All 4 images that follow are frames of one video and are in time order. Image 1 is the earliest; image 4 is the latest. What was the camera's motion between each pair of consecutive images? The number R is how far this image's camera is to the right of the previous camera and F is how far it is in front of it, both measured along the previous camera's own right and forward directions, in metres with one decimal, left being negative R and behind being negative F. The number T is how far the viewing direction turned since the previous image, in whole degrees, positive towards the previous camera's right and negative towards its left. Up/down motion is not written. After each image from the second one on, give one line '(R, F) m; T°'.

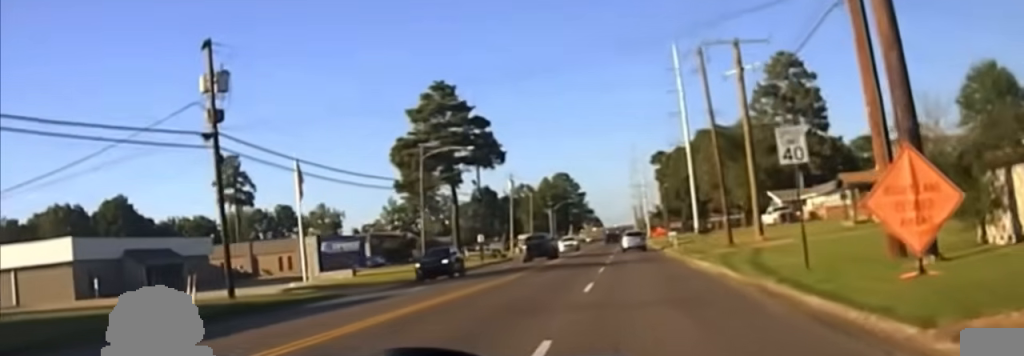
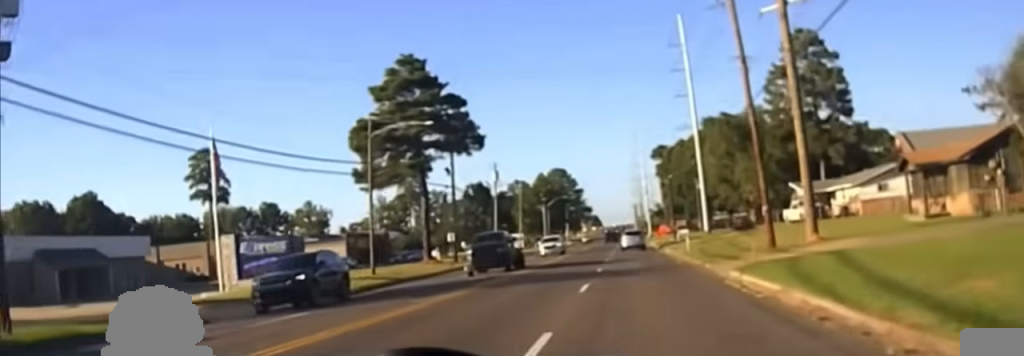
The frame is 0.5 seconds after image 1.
(0.0, +13.0) m; 0°
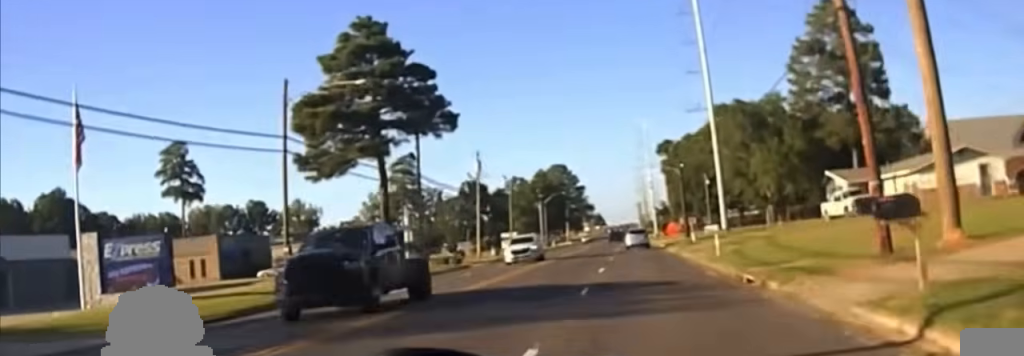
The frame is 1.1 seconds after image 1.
(0.0, +13.9) m; 0°
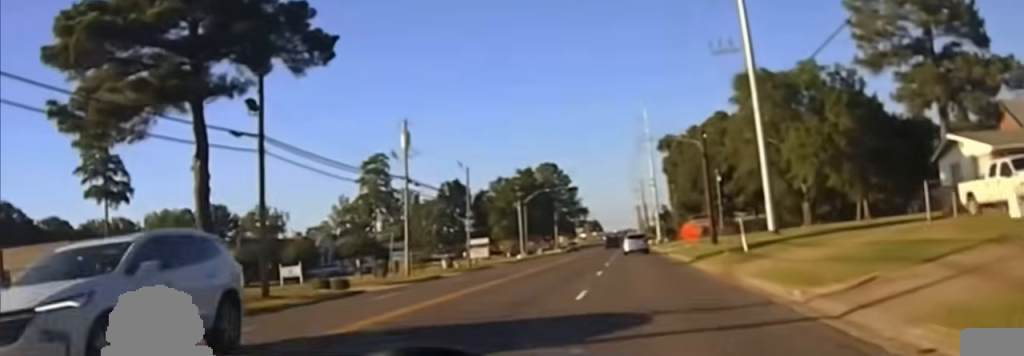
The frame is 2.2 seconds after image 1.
(+0.2, +28.1) m; 0°
